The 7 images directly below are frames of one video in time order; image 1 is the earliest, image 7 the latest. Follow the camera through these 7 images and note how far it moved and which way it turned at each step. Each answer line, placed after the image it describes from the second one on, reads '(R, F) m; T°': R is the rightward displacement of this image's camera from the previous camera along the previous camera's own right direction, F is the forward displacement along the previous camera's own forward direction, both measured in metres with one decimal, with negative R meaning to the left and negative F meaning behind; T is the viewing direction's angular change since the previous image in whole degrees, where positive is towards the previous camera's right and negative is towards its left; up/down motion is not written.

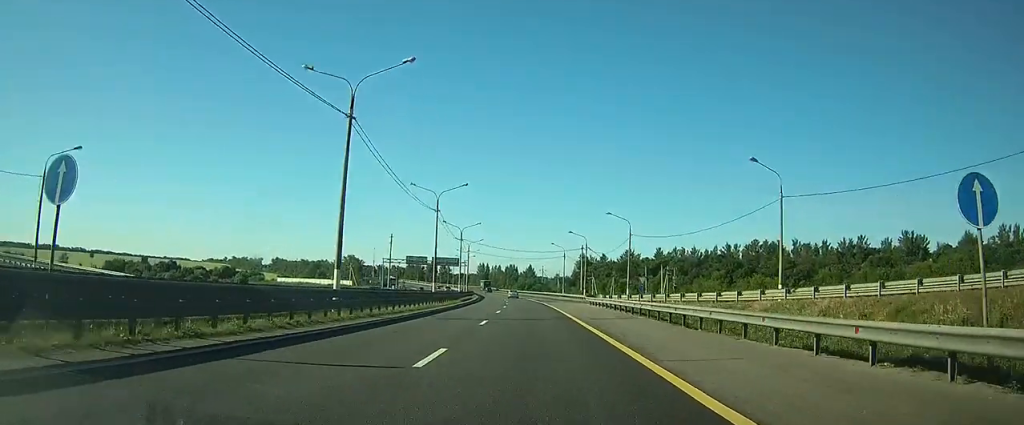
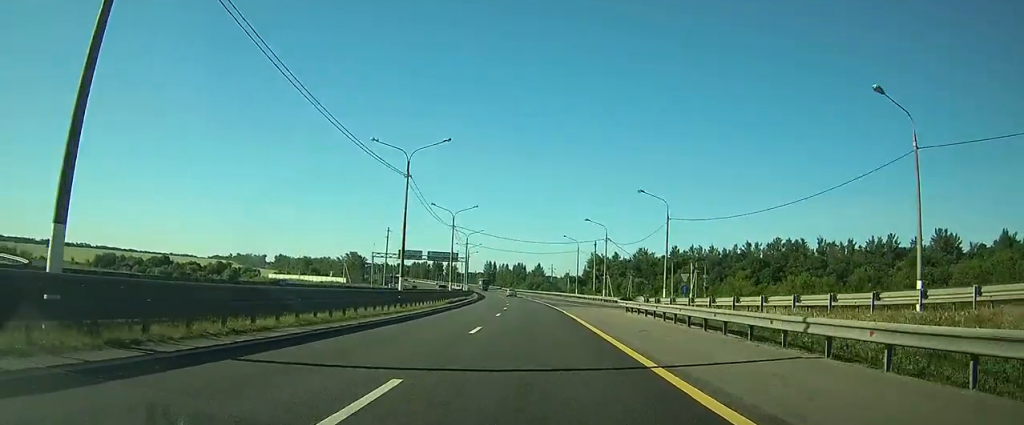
(-0.1, +16.2) m; 0°
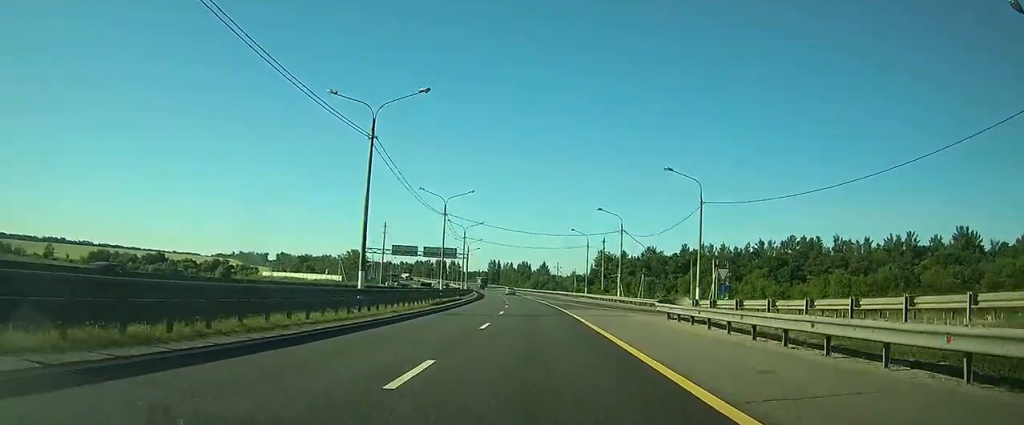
(0.0, +9.7) m; 0°
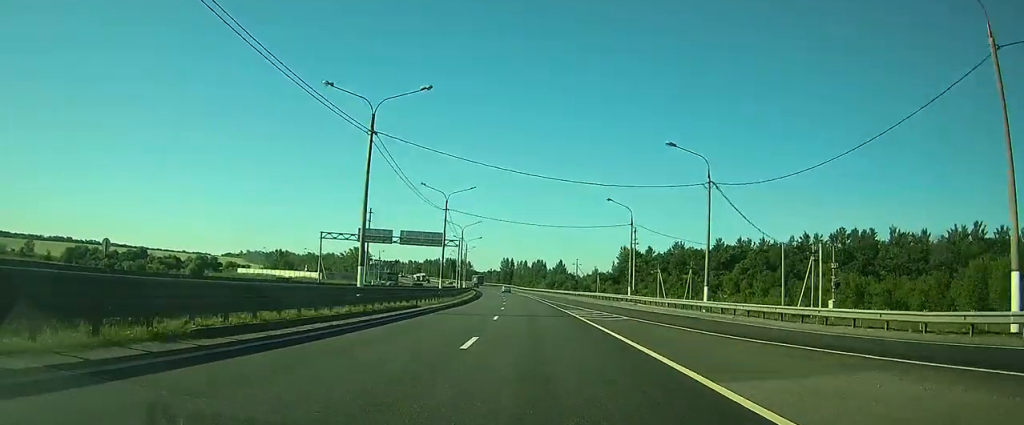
(-0.3, +30.2) m; -2°
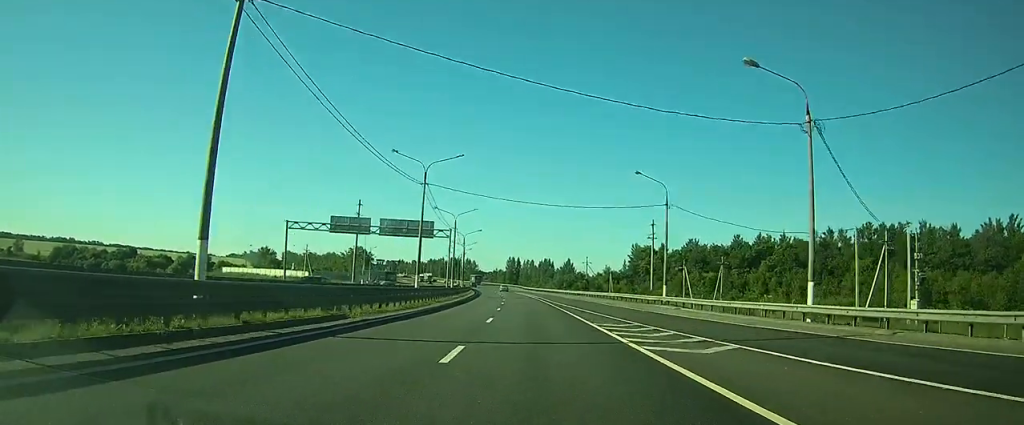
(-0.1, +14.0) m; -1°
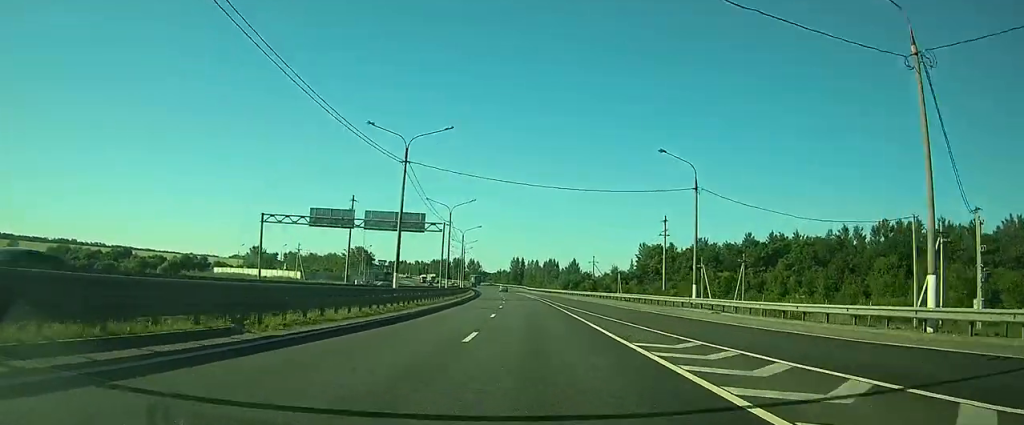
(-0.1, +7.8) m; -1°
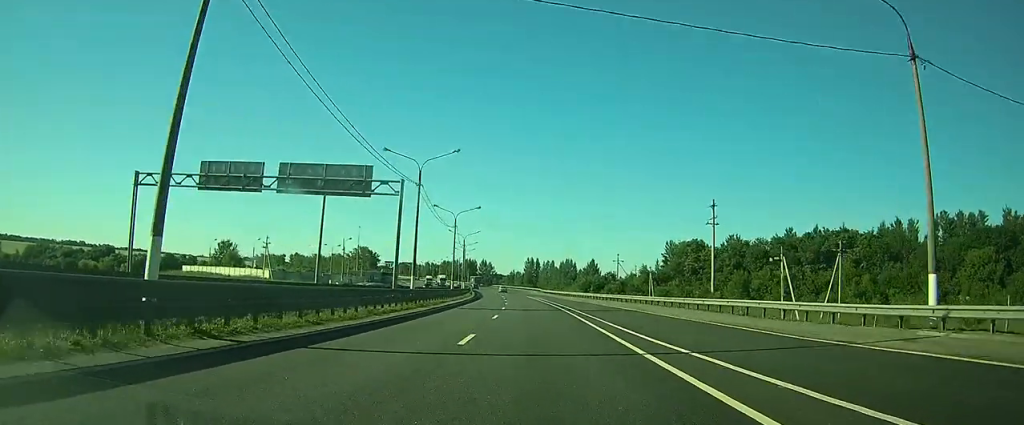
(-0.4, +23.9) m; -1°
